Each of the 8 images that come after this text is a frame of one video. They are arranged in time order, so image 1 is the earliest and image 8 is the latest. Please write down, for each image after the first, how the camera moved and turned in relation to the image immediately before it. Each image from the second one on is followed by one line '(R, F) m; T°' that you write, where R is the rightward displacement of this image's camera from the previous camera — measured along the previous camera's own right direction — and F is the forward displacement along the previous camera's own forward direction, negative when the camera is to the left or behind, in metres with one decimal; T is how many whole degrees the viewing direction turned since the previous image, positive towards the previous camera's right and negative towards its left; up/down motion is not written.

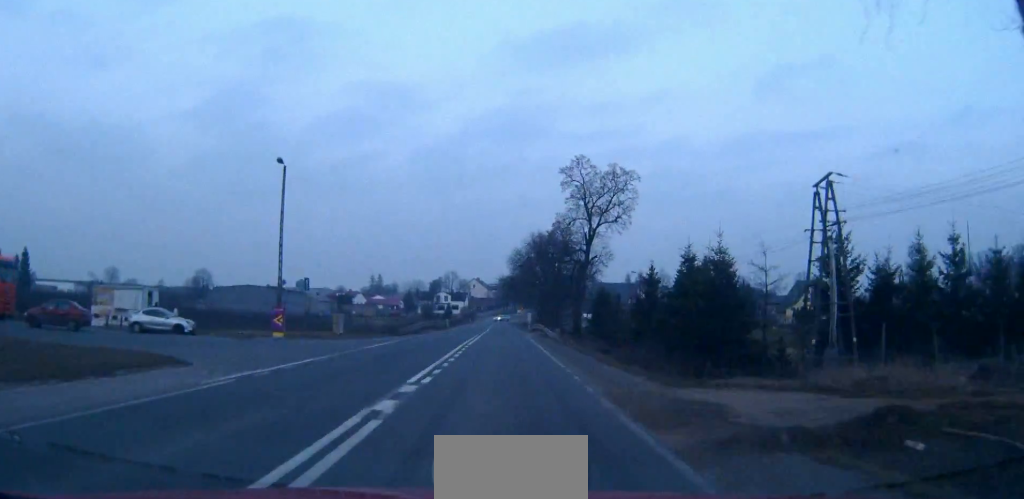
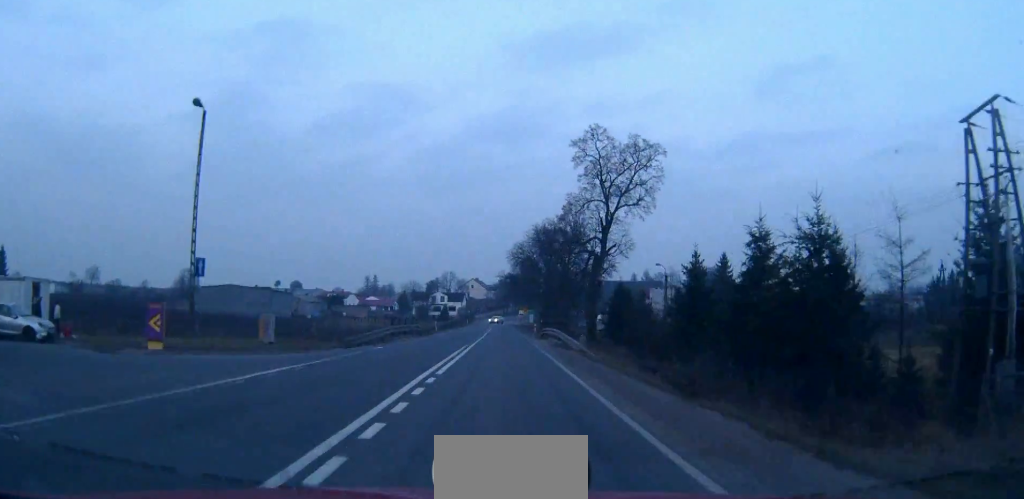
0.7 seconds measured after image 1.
(0.0, +14.0) m; 0°
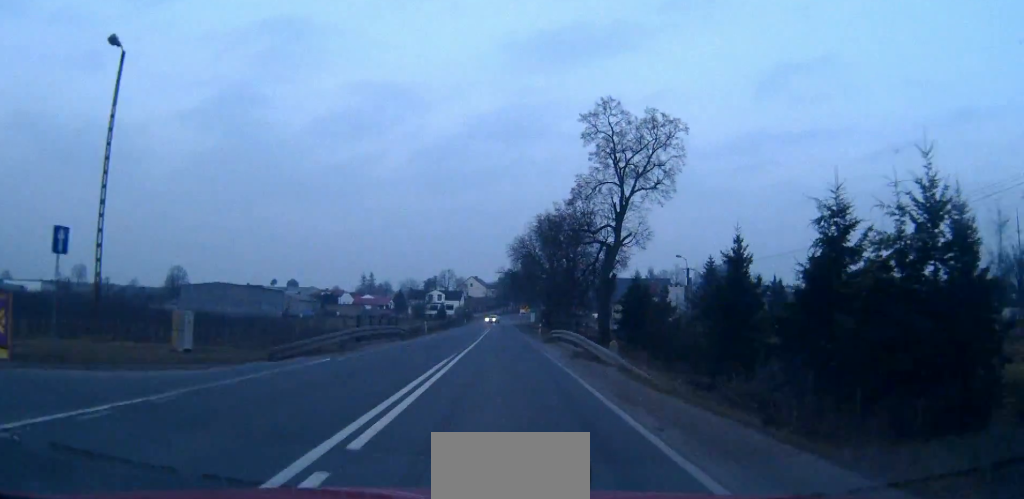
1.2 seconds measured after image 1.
(0.0, +8.7) m; 0°
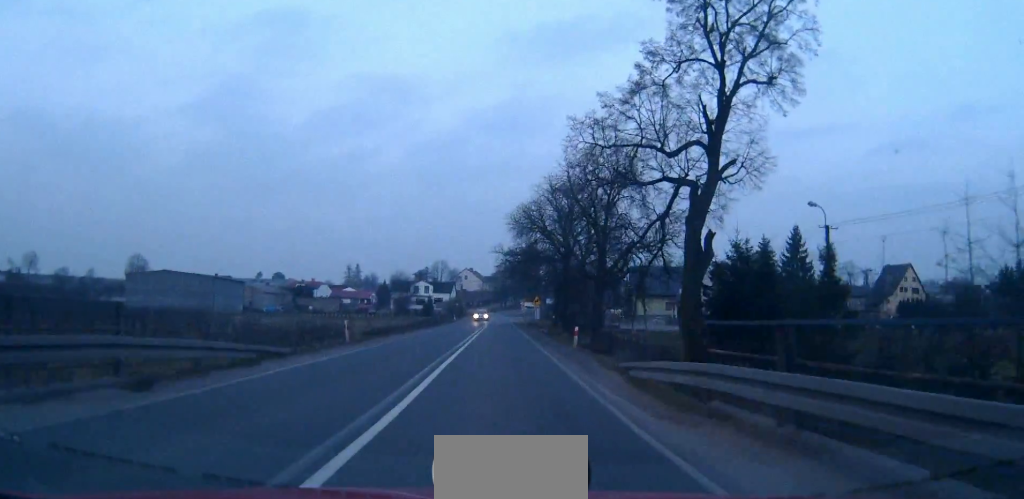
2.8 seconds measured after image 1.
(0.0, +29.3) m; 0°
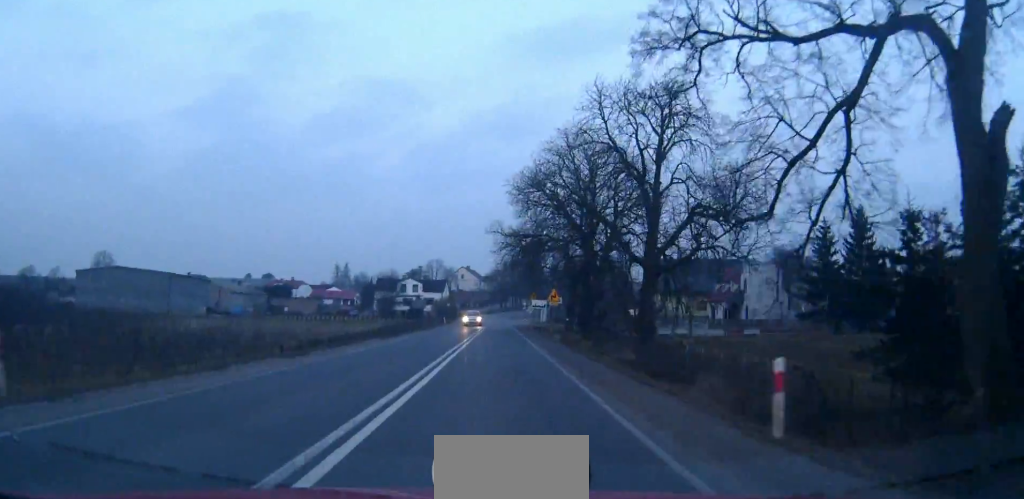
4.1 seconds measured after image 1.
(+0.1, +21.9) m; 0°
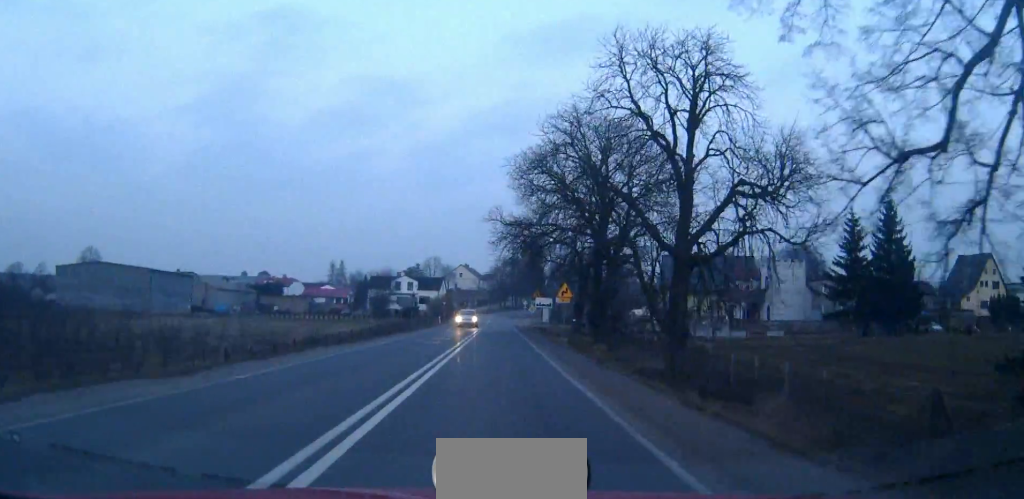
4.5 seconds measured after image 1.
(0.0, +7.8) m; 0°
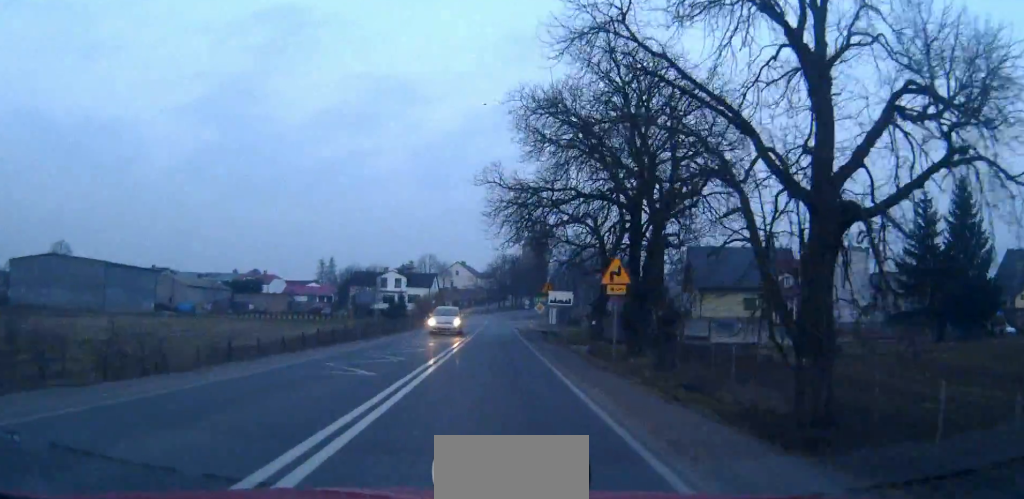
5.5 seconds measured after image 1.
(0.0, +16.0) m; 0°
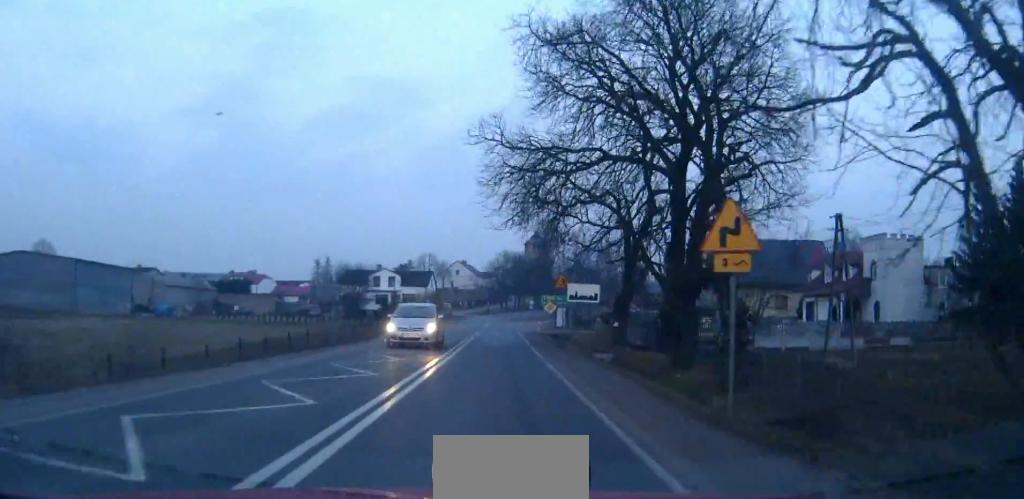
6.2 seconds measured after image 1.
(0.0, +9.7) m; 0°
